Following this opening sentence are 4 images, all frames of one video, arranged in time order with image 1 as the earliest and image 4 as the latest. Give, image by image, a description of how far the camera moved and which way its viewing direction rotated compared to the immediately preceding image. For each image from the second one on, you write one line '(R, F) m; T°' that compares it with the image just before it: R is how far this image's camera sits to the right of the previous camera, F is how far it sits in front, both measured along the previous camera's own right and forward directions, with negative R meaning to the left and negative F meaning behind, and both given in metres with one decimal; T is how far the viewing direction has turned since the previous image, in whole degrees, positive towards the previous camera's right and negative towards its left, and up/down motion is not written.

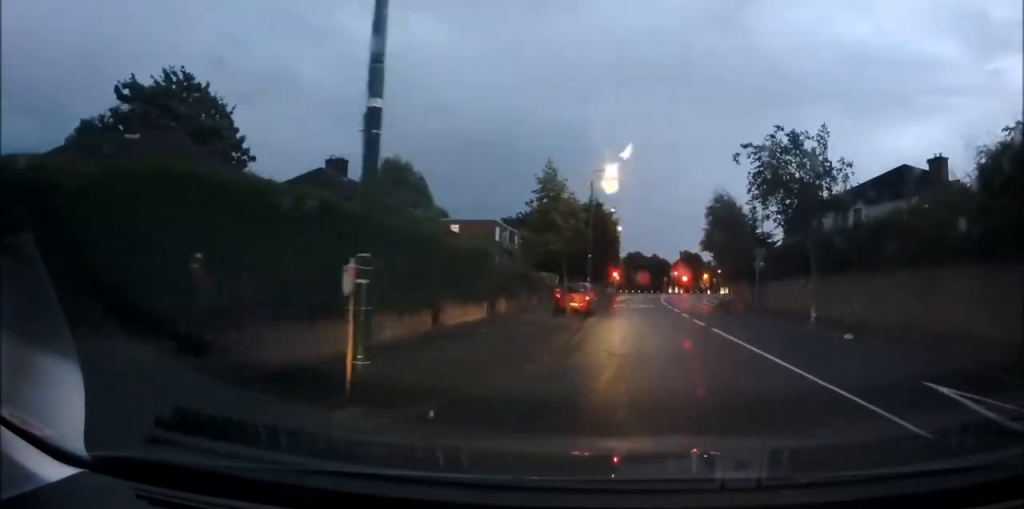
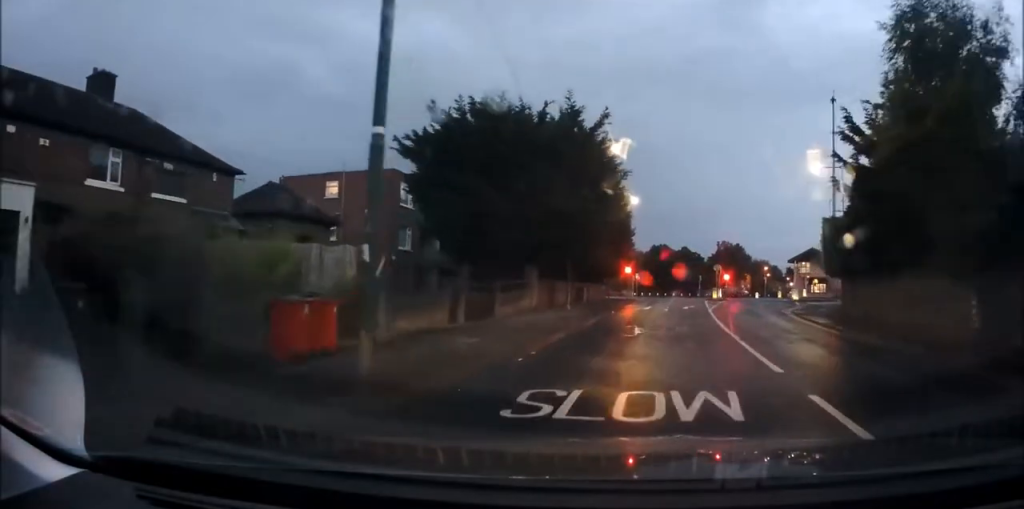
(-2.0, +31.1) m; -5°
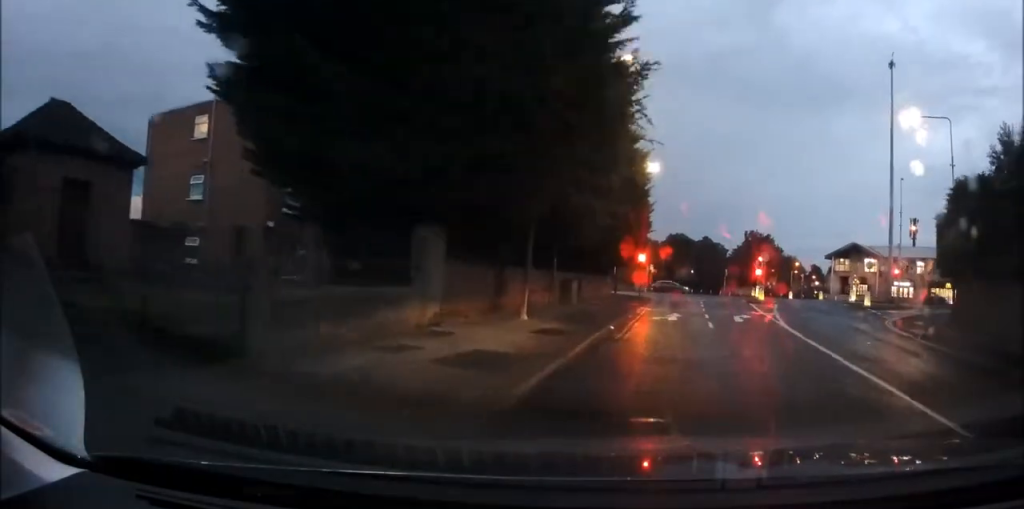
(-0.2, +14.0) m; 0°
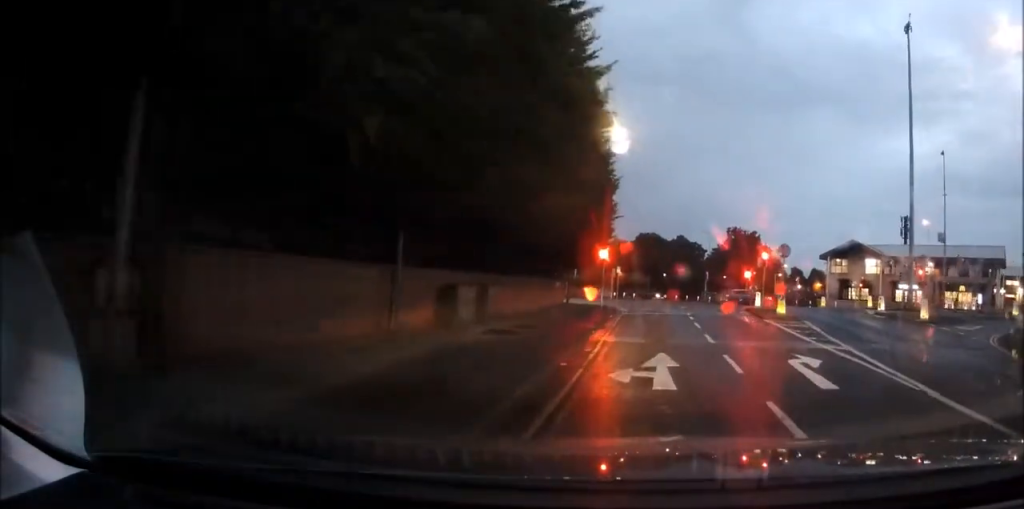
(+0.2, +11.5) m; 0°
